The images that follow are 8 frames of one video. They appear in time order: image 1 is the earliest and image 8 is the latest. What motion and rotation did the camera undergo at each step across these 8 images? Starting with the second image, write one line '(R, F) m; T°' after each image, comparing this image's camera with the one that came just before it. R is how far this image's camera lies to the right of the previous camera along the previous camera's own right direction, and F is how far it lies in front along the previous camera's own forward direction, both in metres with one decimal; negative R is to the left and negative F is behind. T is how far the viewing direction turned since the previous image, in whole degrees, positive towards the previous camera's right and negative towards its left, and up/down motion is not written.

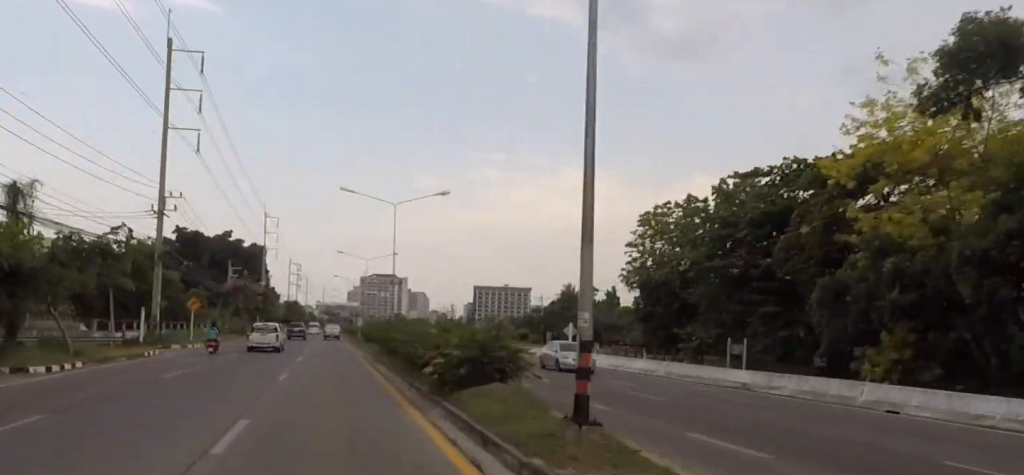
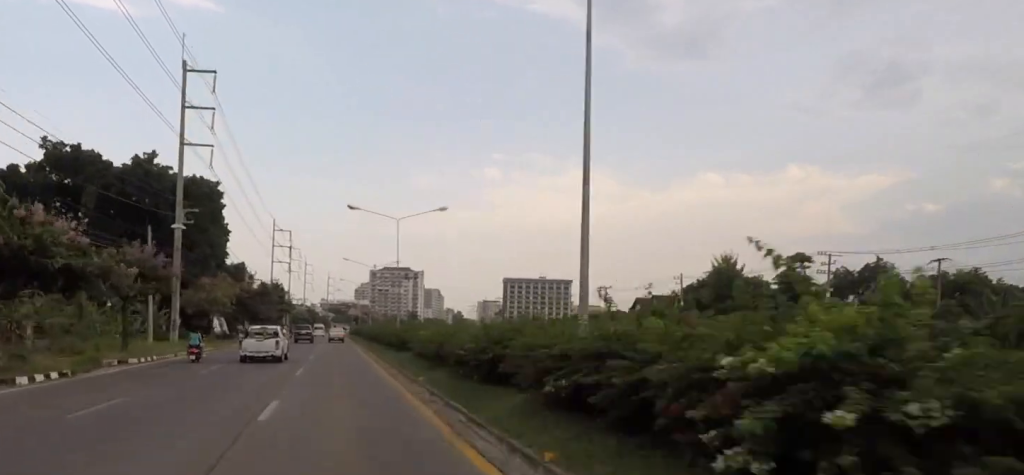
(-0.2, +69.4) m; 0°
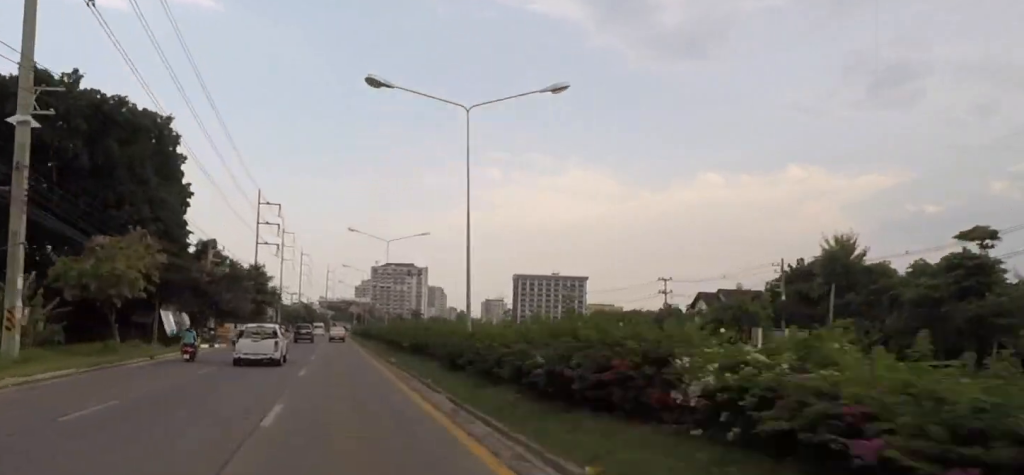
(+0.8, +24.9) m; +1°
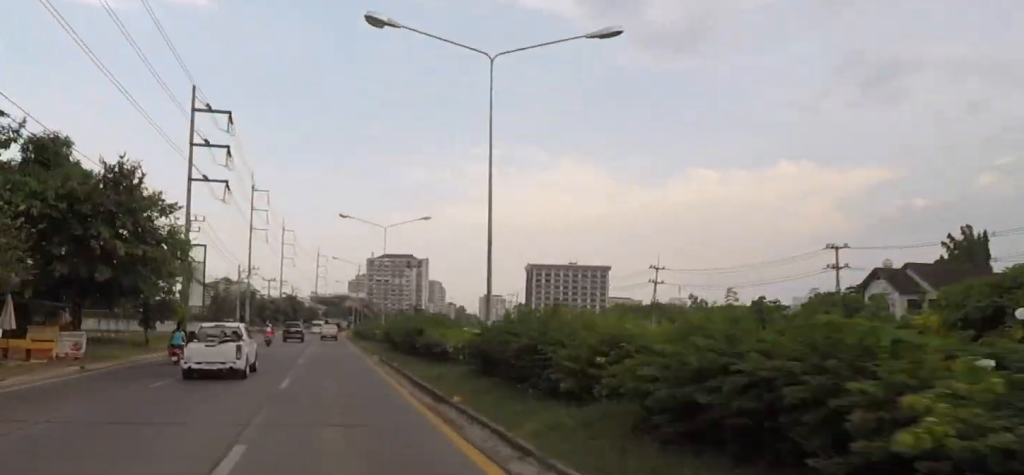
(+0.3, +41.0) m; +1°
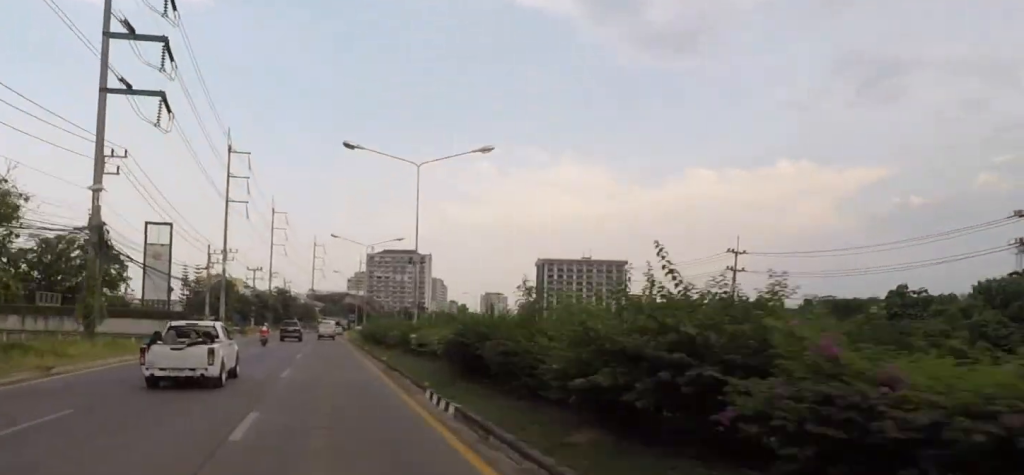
(0.0, +21.0) m; 0°
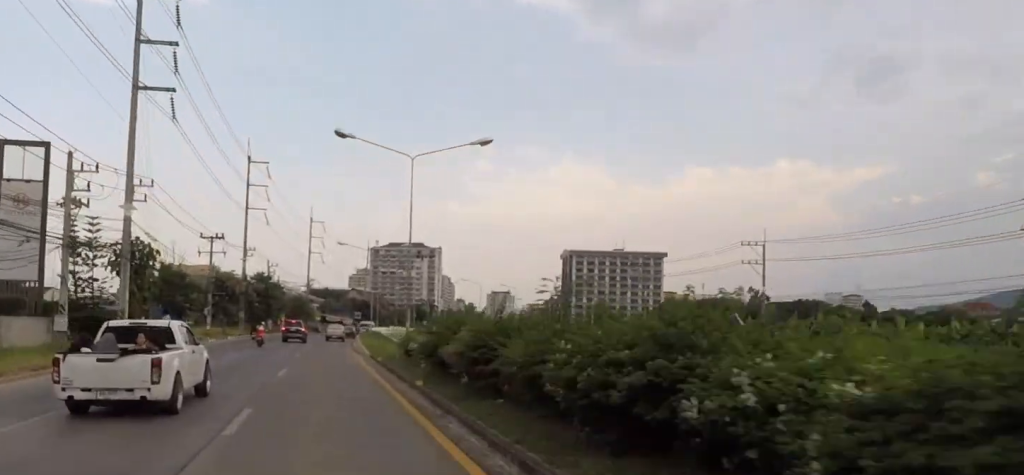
(0.0, +36.4) m; +1°
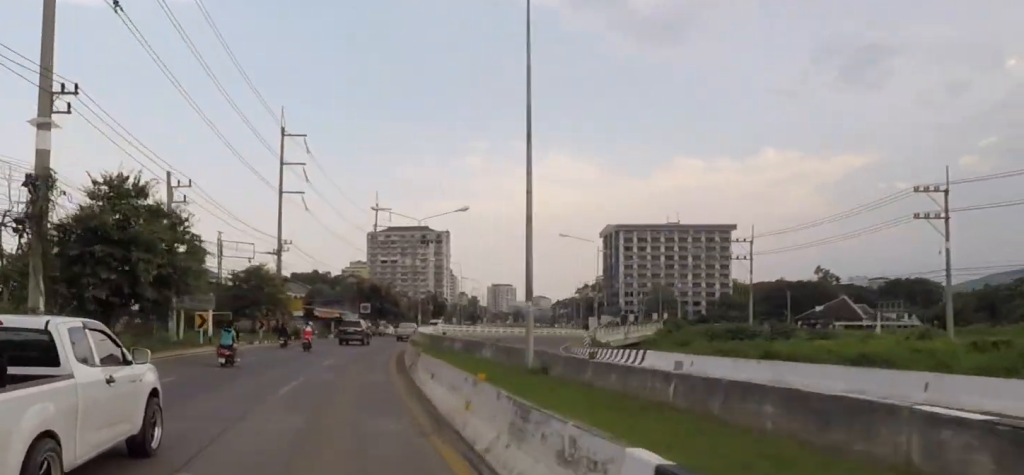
(+1.4, +54.2) m; +3°
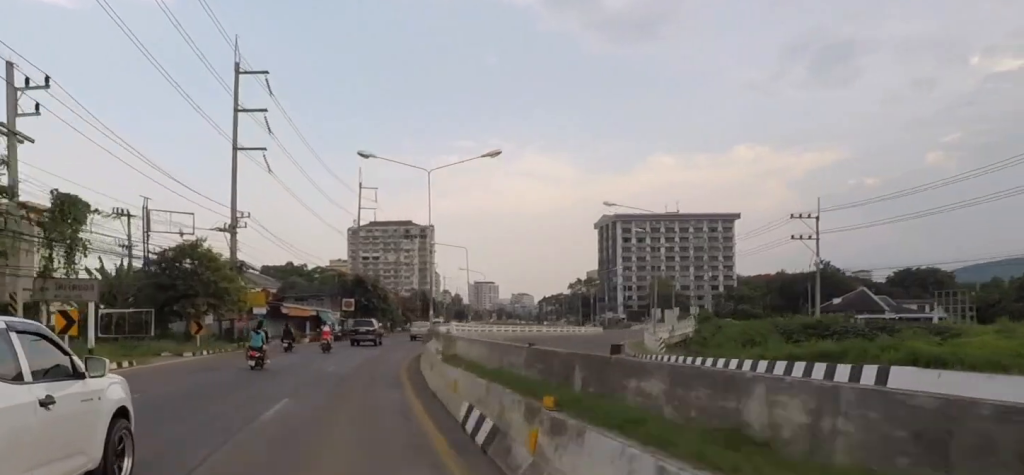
(+0.1, +16.0) m; +1°
